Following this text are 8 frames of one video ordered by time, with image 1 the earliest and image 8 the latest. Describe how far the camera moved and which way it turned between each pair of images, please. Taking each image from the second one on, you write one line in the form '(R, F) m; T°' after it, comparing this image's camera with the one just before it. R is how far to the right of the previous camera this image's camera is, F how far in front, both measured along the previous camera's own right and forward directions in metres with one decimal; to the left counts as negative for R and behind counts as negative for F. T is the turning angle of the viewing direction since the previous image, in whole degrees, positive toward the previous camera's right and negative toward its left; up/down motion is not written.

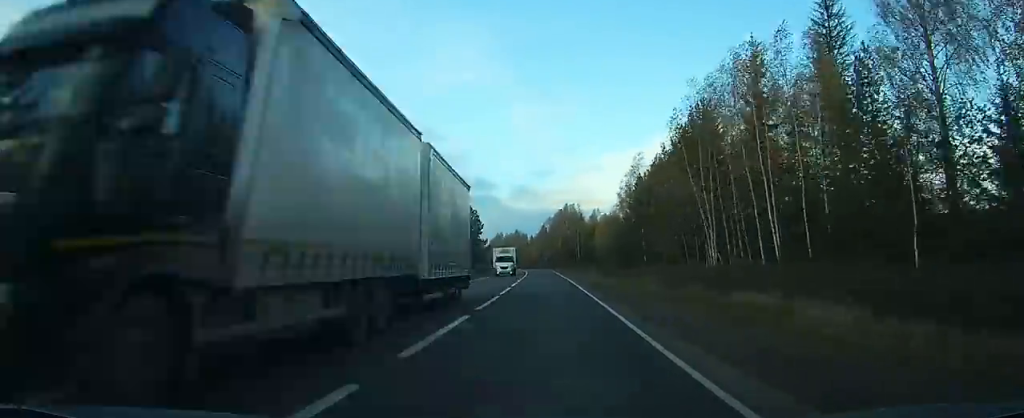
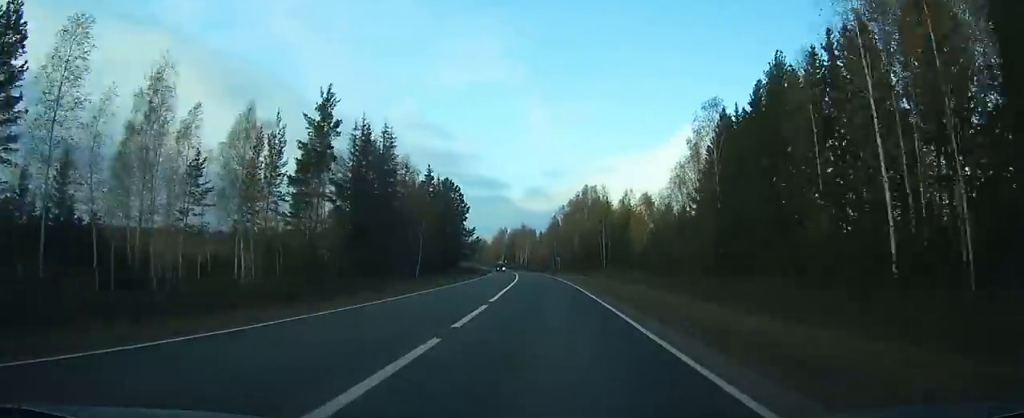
(0.0, +52.7) m; -1°
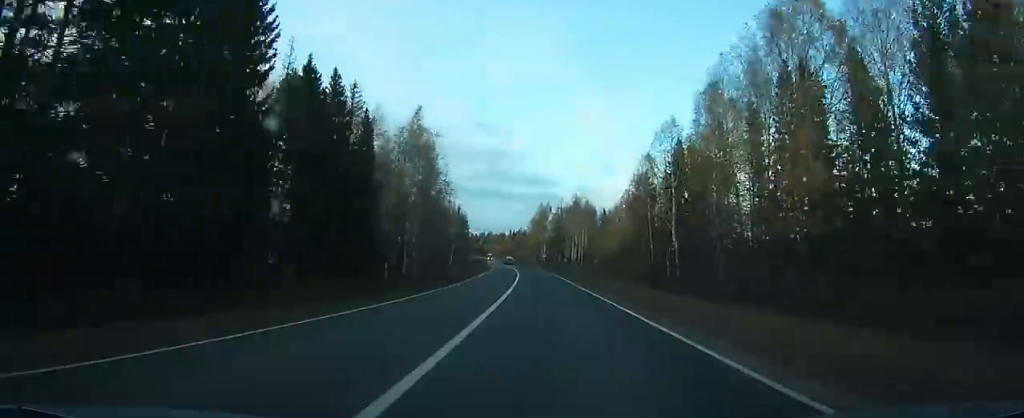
(-3.7, +110.2) m; -5°
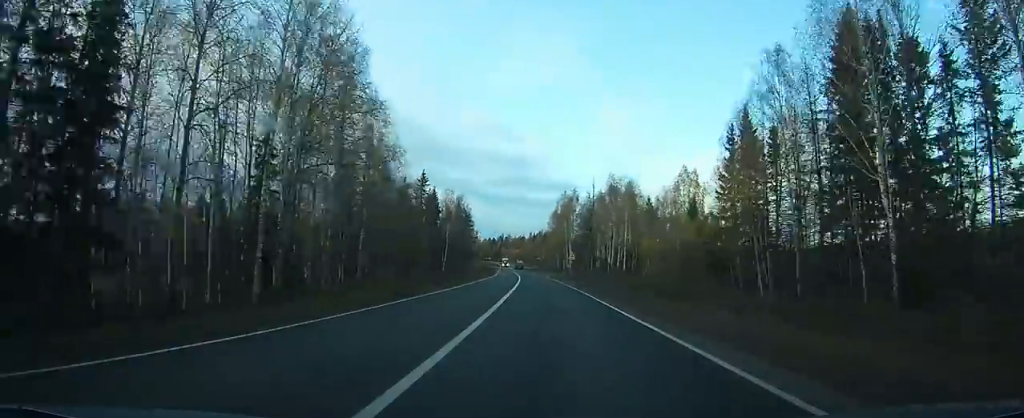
(-0.8, +45.5) m; -2°
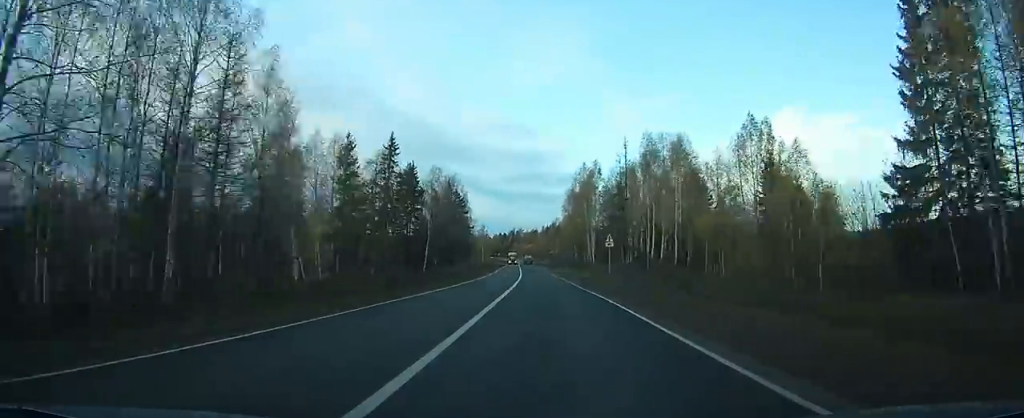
(-0.2, +32.9) m; -1°
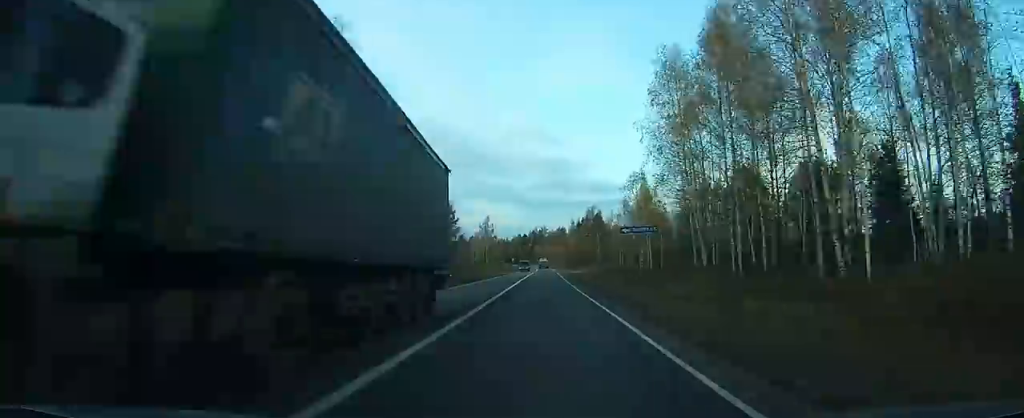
(-3.1, +90.0) m; -3°
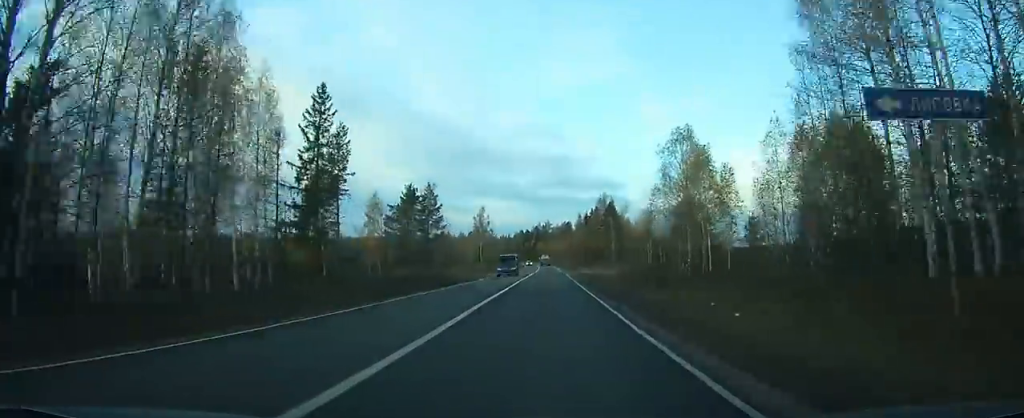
(-0.2, +27.4) m; 0°
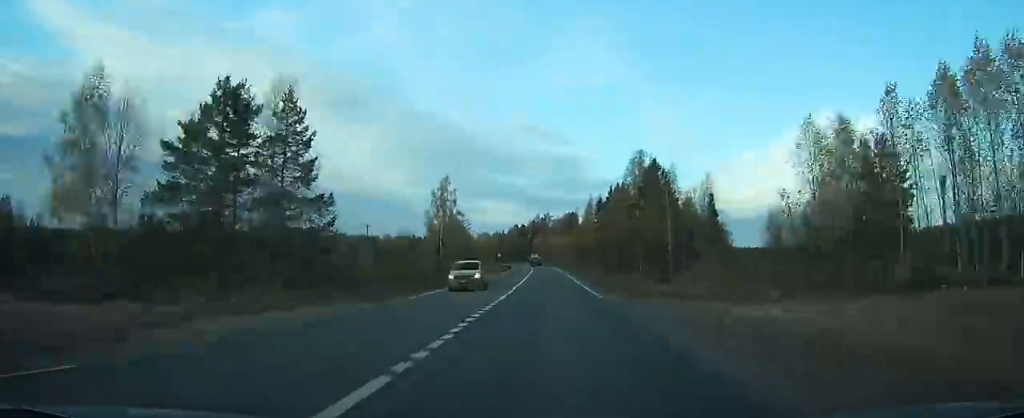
(-0.5, +65.1) m; -1°
